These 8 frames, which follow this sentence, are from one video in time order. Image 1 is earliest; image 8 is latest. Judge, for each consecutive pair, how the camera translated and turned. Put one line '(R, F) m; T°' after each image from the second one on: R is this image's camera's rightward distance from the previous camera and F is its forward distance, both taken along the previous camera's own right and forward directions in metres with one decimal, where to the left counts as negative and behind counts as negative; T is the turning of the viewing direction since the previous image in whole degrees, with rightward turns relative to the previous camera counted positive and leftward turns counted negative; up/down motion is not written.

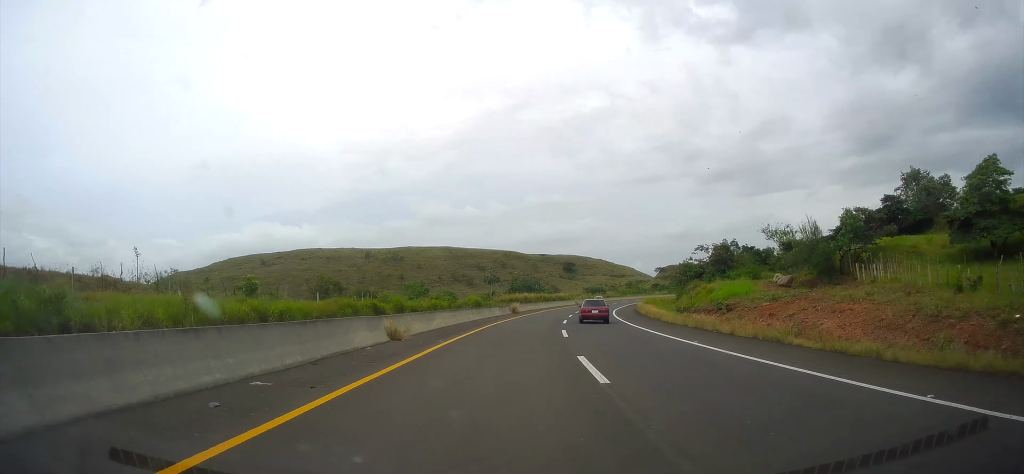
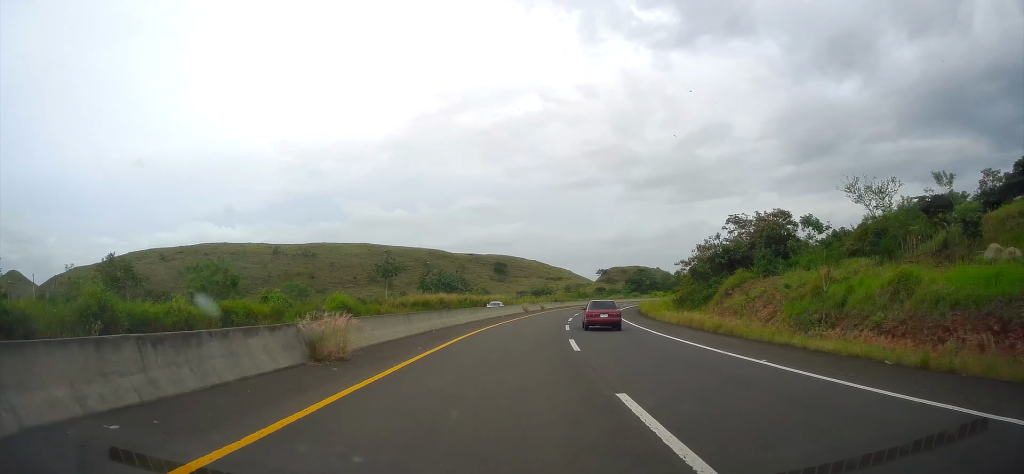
(+3.0, +41.3) m; +7°
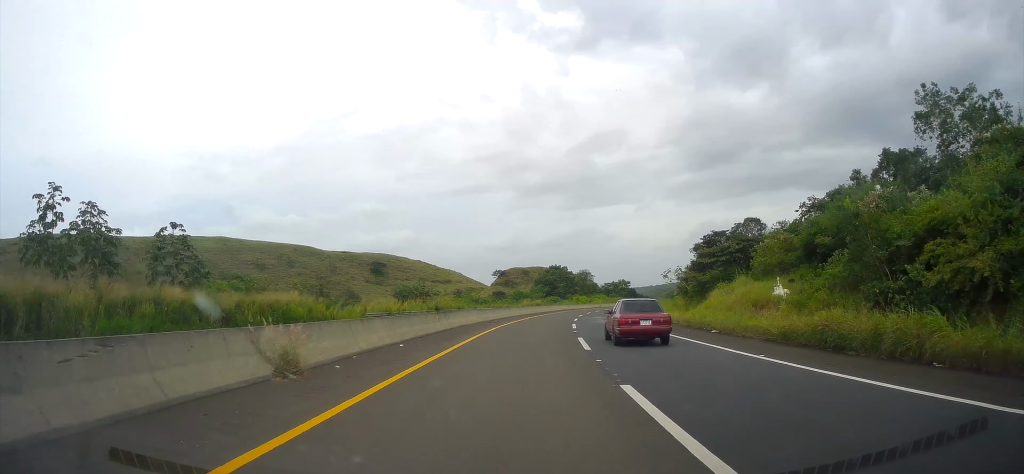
(+4.7, +59.0) m; +10°
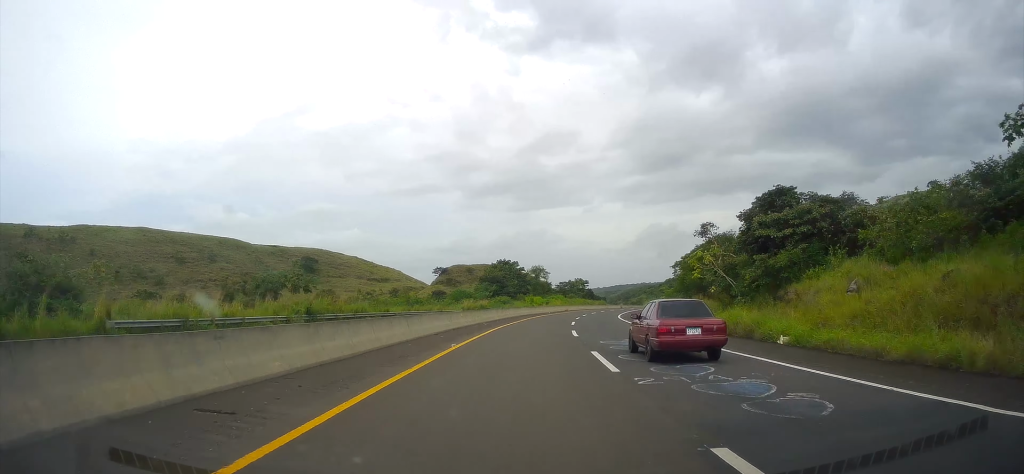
(+1.8, +30.1) m; +5°
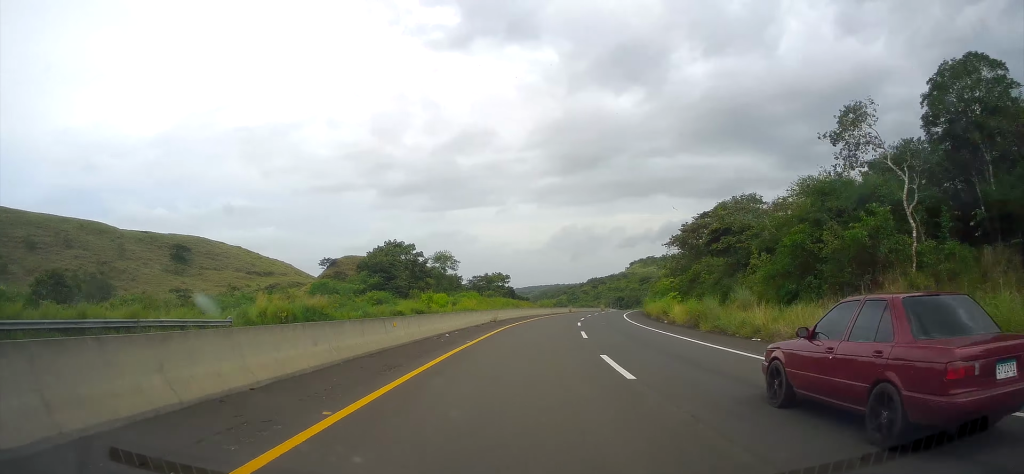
(+3.7, +48.8) m; +9°
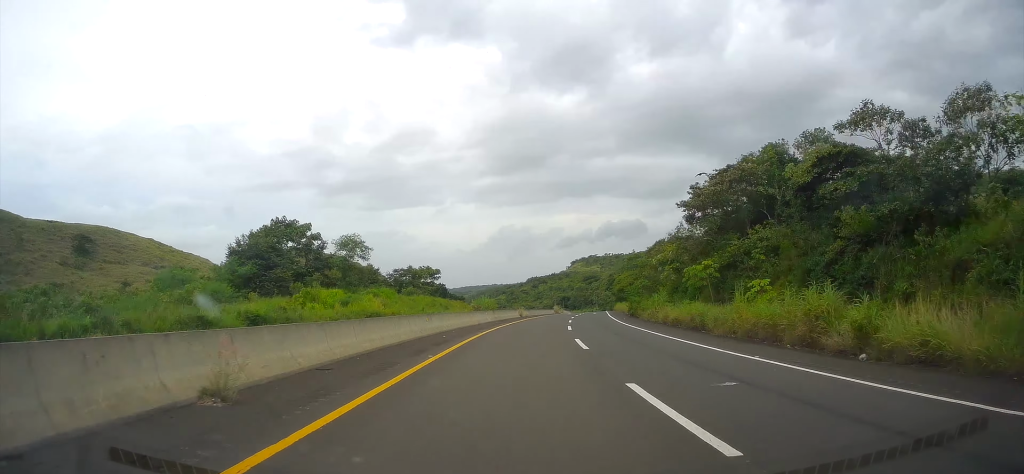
(+0.5, +29.1) m; +5°
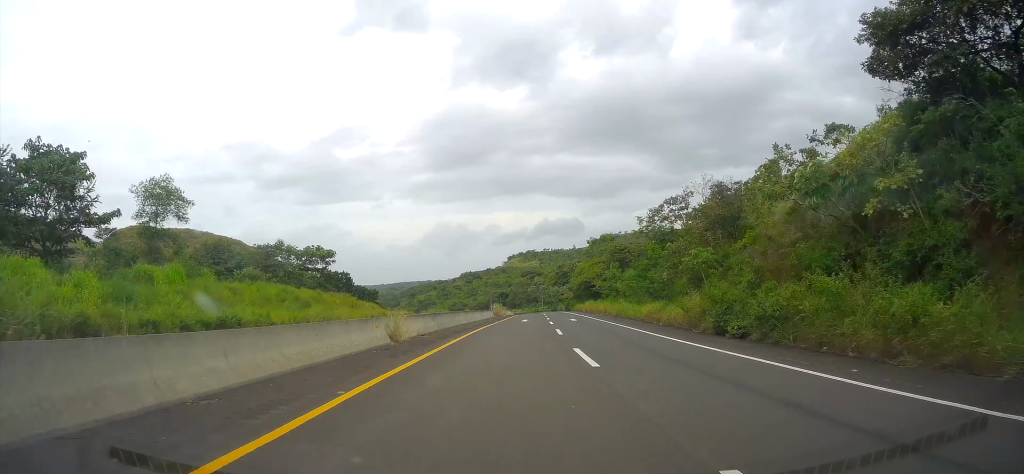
(+3.3, +40.5) m; +6°
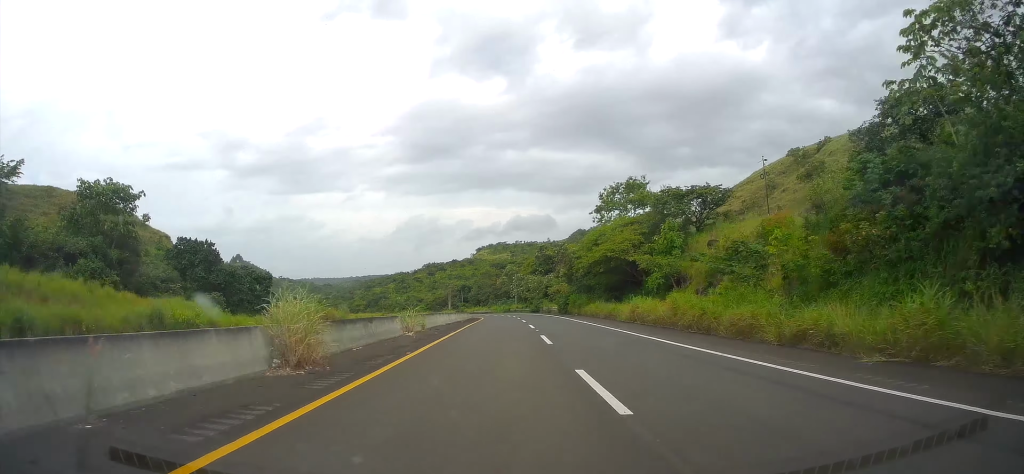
(+2.8, +52.6) m; +5°
